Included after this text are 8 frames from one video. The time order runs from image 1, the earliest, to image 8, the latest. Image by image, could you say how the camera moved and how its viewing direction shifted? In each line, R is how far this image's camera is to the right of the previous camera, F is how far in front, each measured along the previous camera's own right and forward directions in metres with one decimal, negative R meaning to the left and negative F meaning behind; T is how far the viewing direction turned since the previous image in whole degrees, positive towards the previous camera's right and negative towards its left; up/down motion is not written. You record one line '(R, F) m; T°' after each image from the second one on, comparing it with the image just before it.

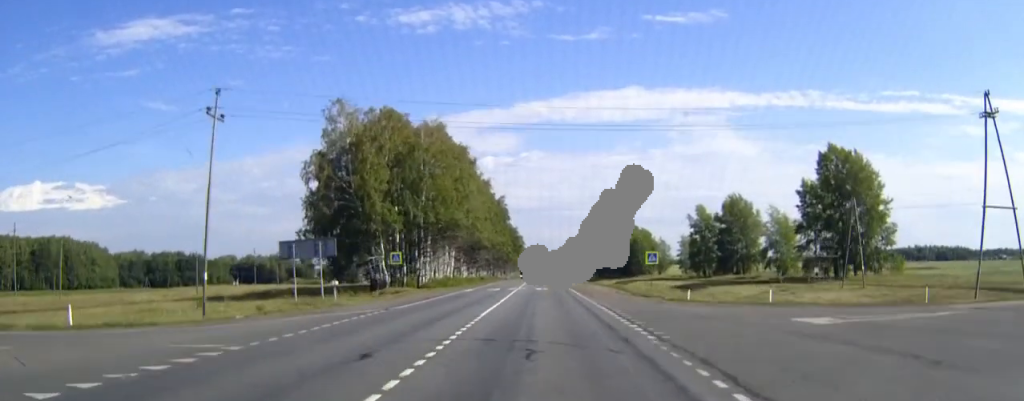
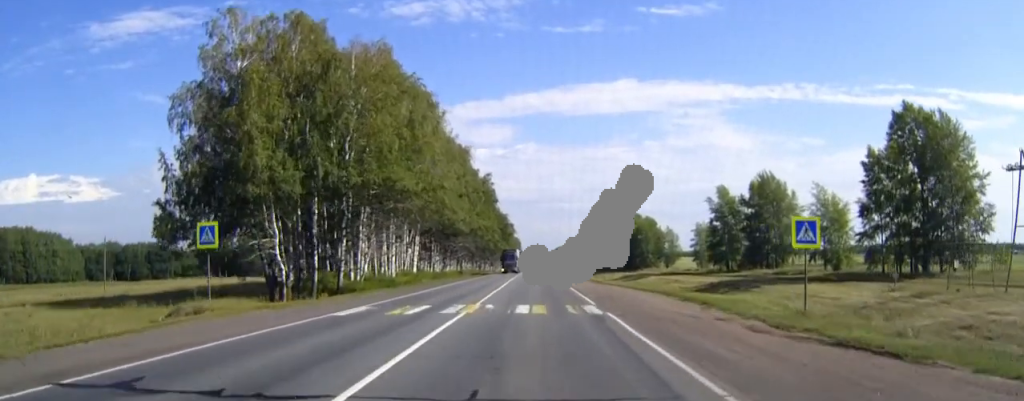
(+0.1, +33.1) m; 0°
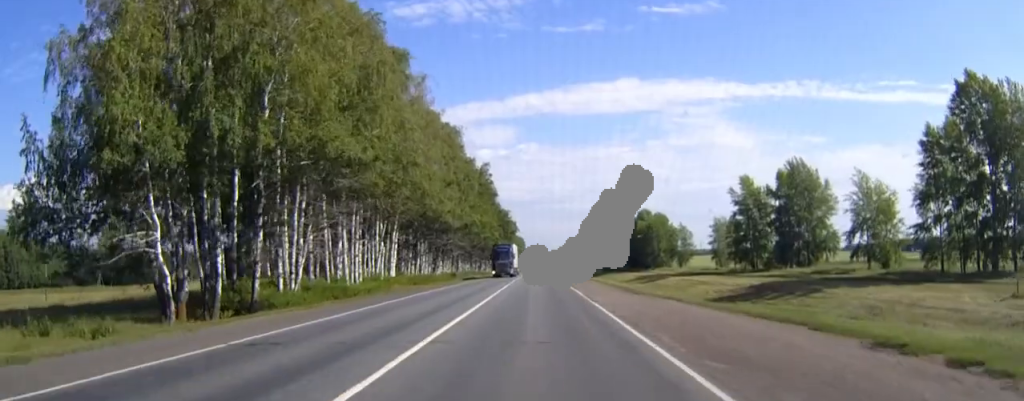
(0.0, +18.1) m; 0°
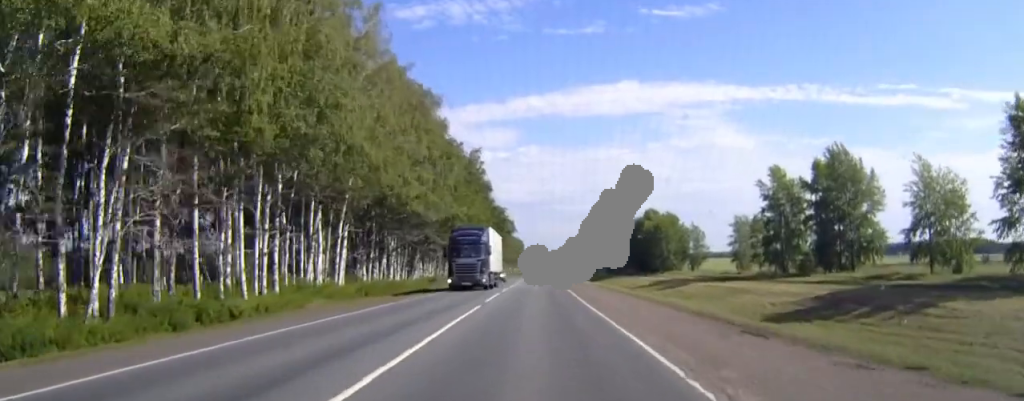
(0.0, +22.0) m; 0°
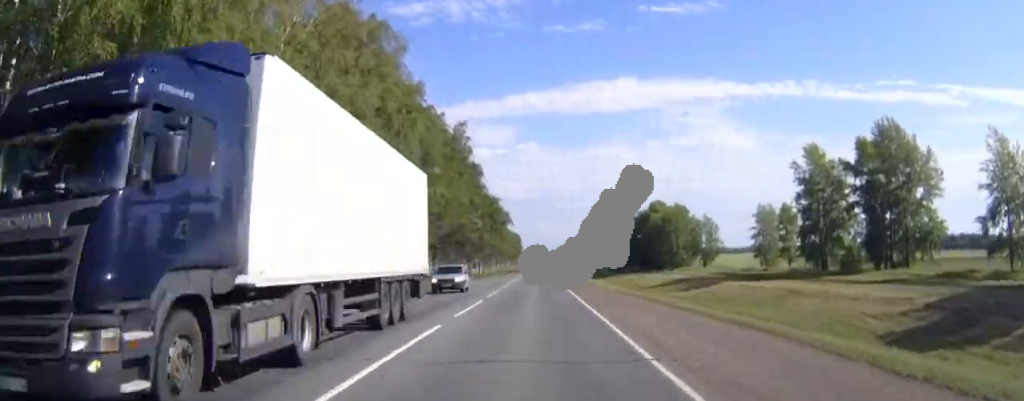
(0.0, +21.2) m; 0°
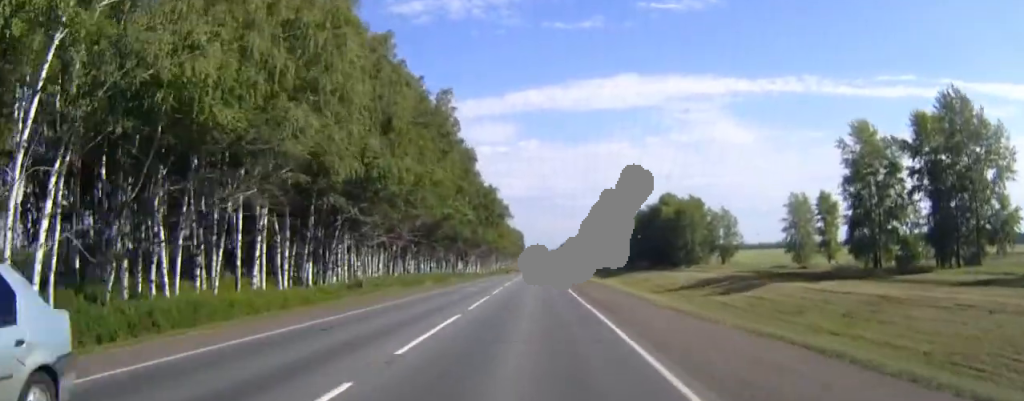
(0.0, +19.6) m; 0°
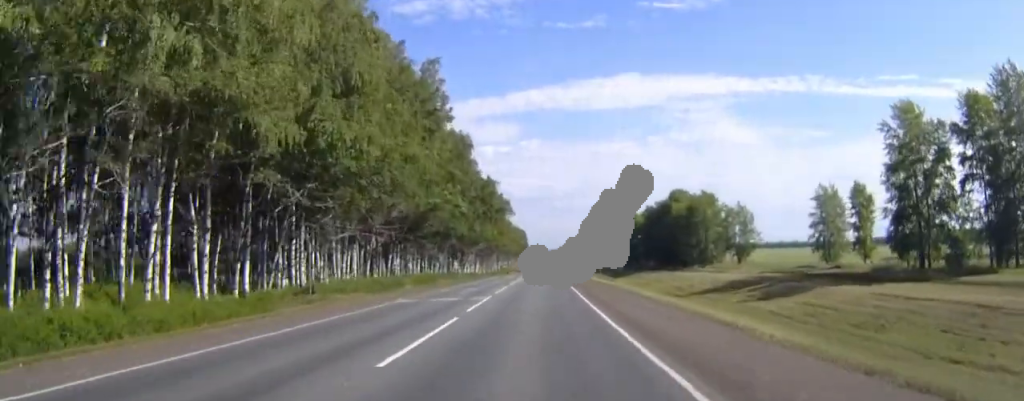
(0.0, +13.3) m; 0°
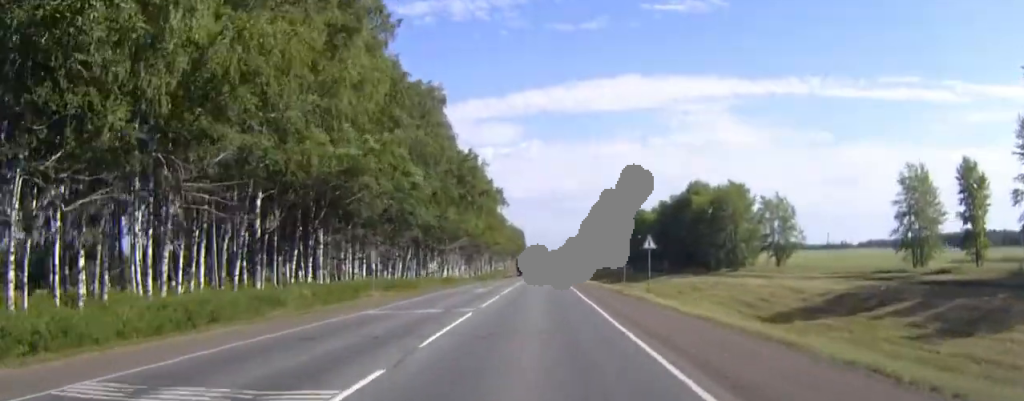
(-0.1, +33.4) m; 0°
